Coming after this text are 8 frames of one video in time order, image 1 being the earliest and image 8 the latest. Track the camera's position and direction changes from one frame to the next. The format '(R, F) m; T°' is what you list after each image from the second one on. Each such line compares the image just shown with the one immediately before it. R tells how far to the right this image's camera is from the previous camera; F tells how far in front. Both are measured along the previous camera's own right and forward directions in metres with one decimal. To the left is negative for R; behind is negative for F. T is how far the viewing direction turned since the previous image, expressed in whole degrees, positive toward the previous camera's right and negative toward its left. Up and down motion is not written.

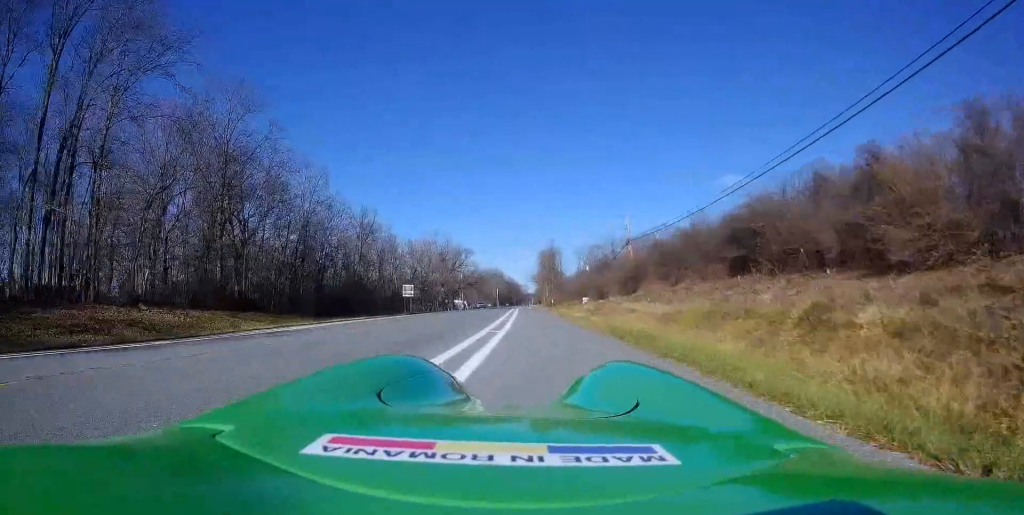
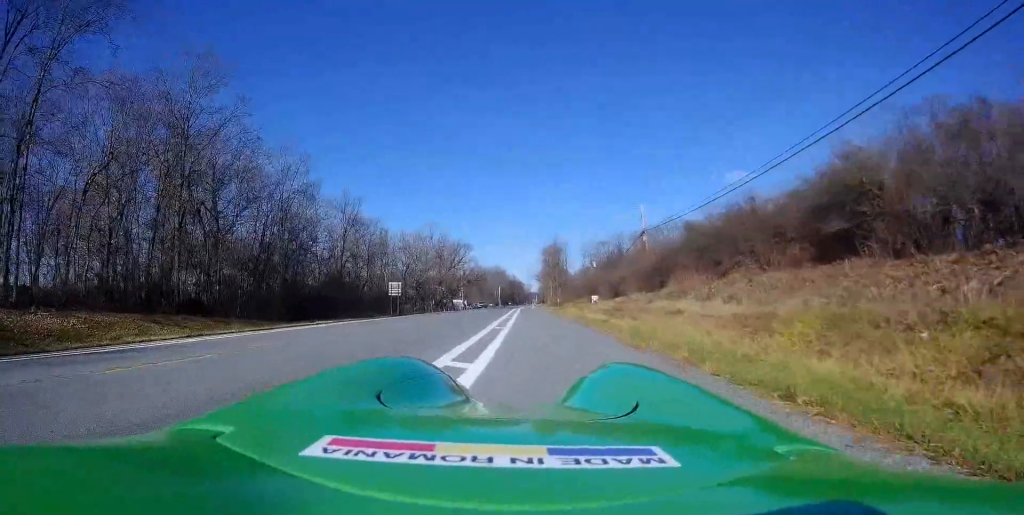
(-0.3, +7.5) m; -1°
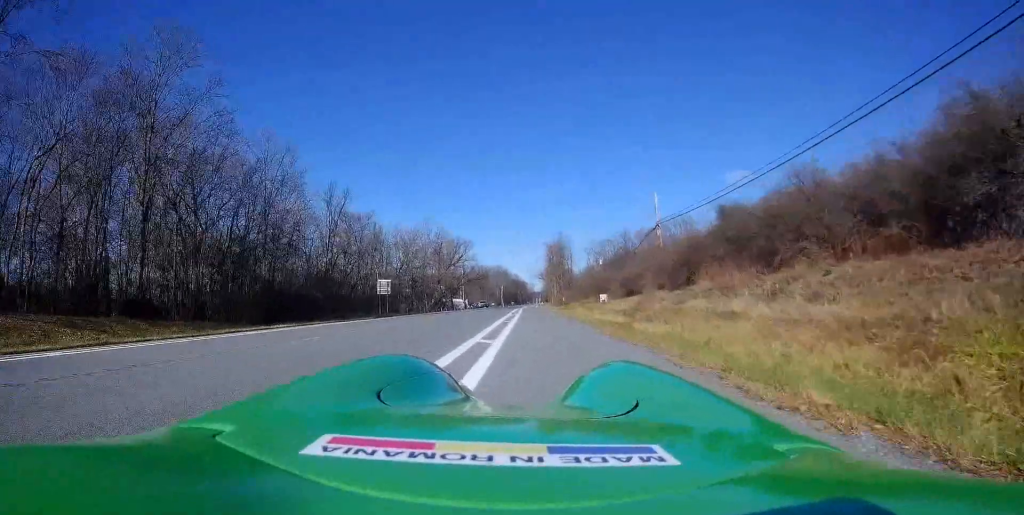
(-0.1, +5.6) m; 0°
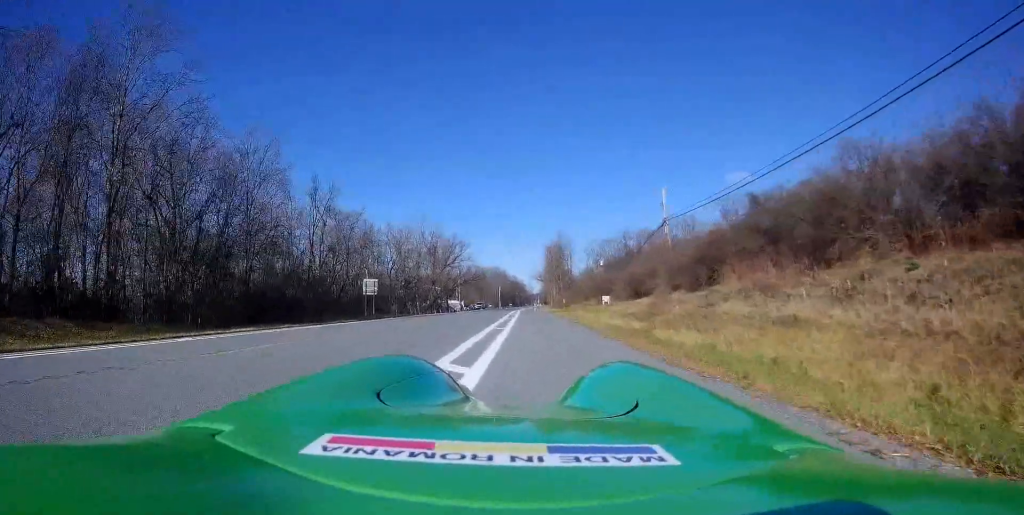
(+0.3, +3.9) m; 0°
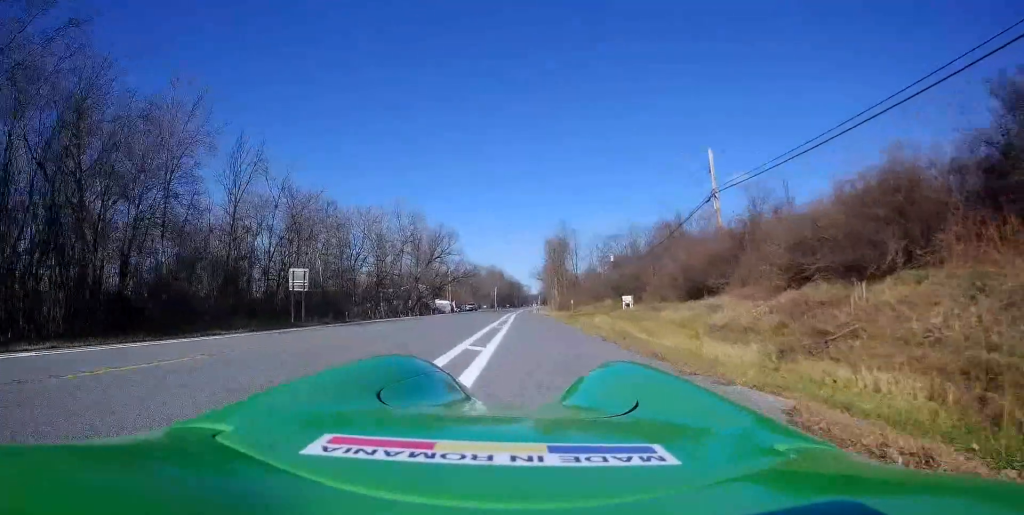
(-0.1, +14.5) m; +2°
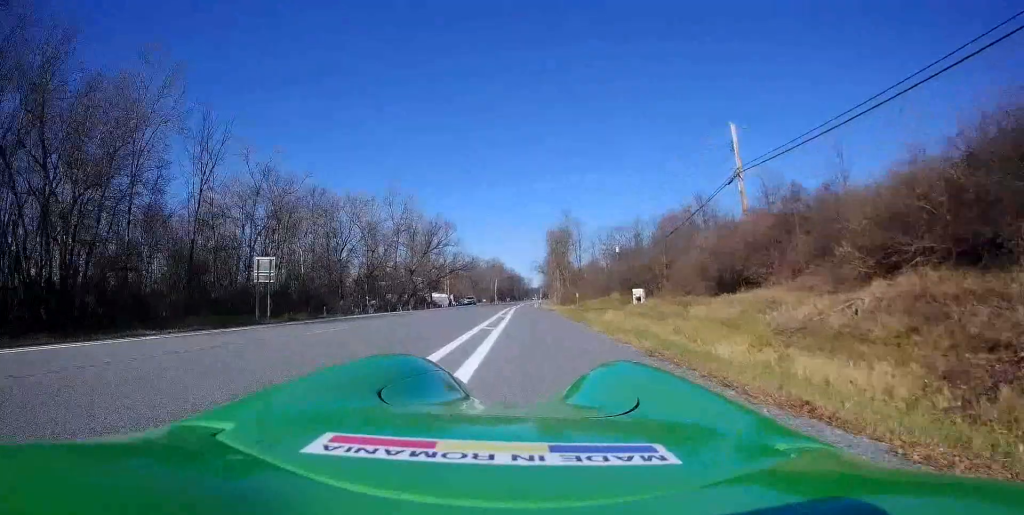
(+0.1, +4.8) m; +1°
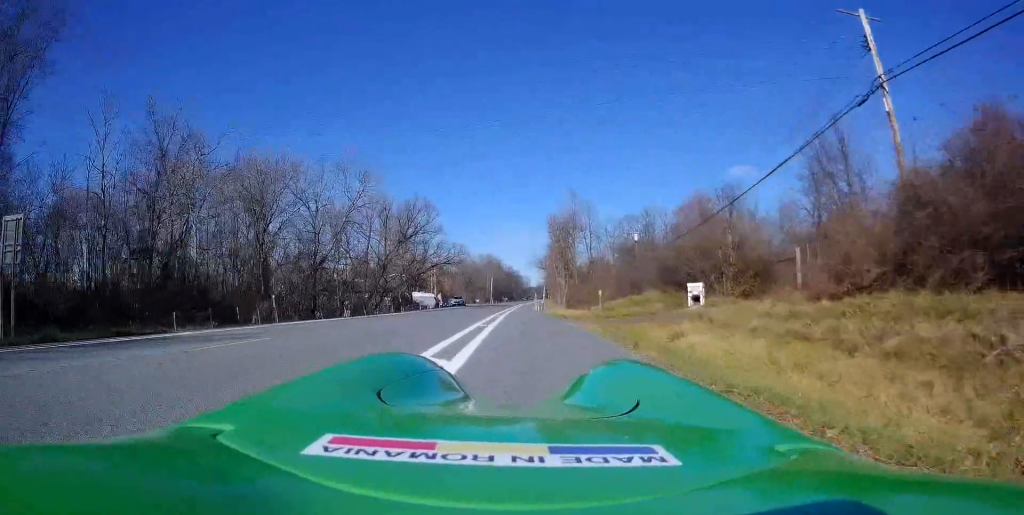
(-0.3, +16.2) m; -3°
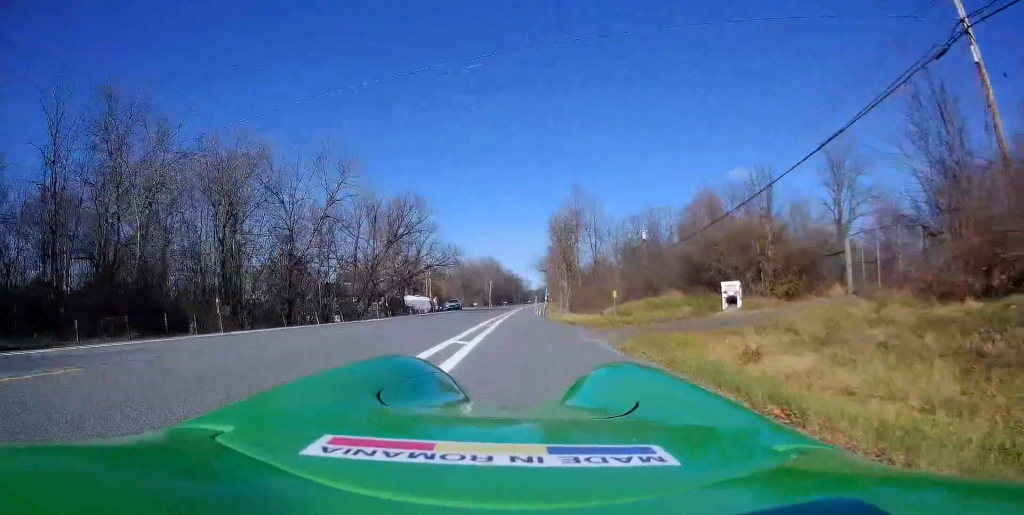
(-0.3, +5.5) m; 0°
